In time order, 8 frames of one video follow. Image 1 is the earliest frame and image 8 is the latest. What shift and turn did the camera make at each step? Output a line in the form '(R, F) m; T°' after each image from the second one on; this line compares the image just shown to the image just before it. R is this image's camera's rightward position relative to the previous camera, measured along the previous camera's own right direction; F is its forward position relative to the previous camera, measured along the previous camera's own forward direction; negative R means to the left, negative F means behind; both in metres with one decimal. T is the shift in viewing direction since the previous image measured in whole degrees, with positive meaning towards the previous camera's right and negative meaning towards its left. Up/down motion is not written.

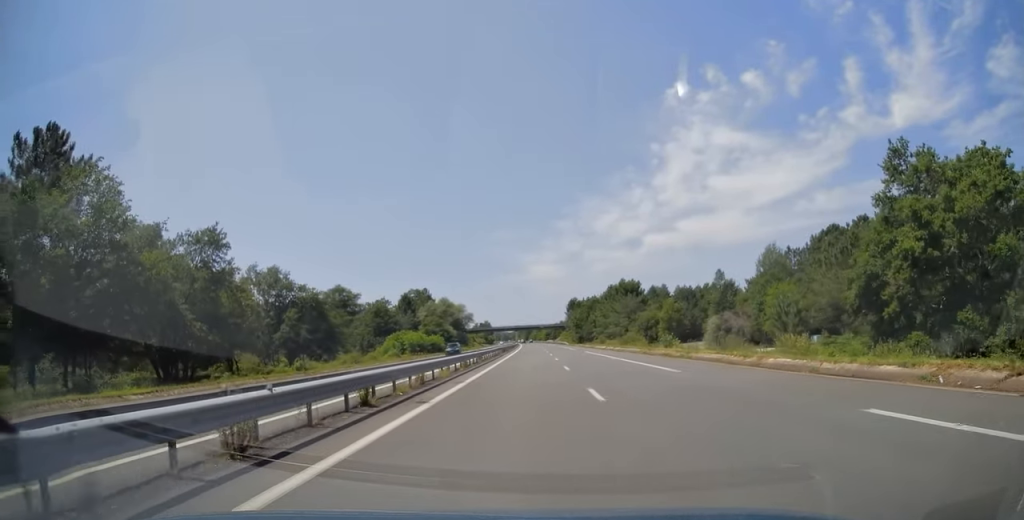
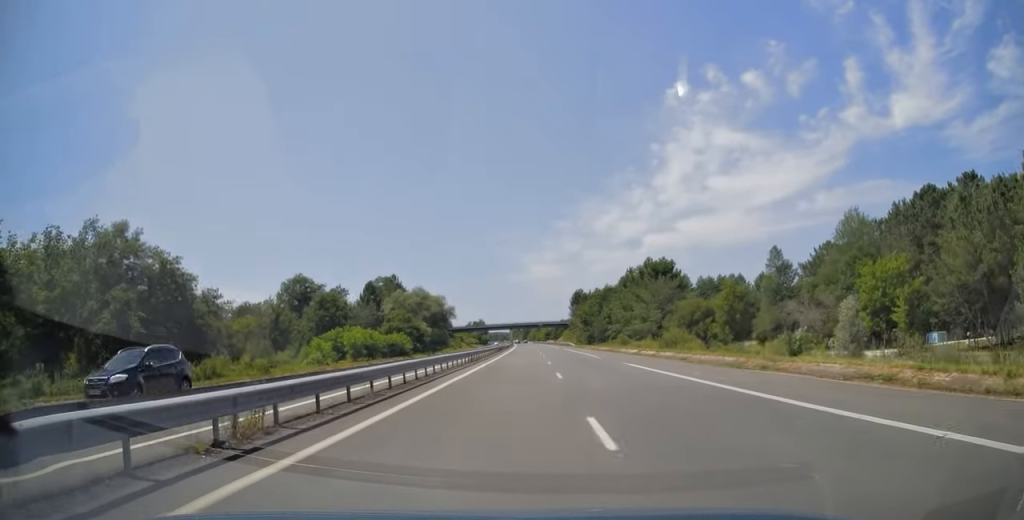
(+0.2, +32.1) m; 0°
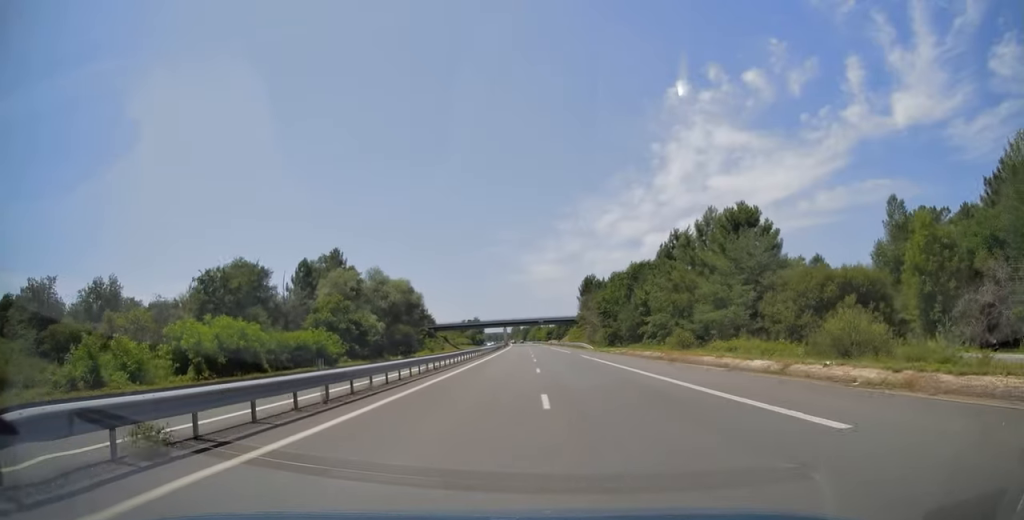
(-0.3, +35.3) m; 0°
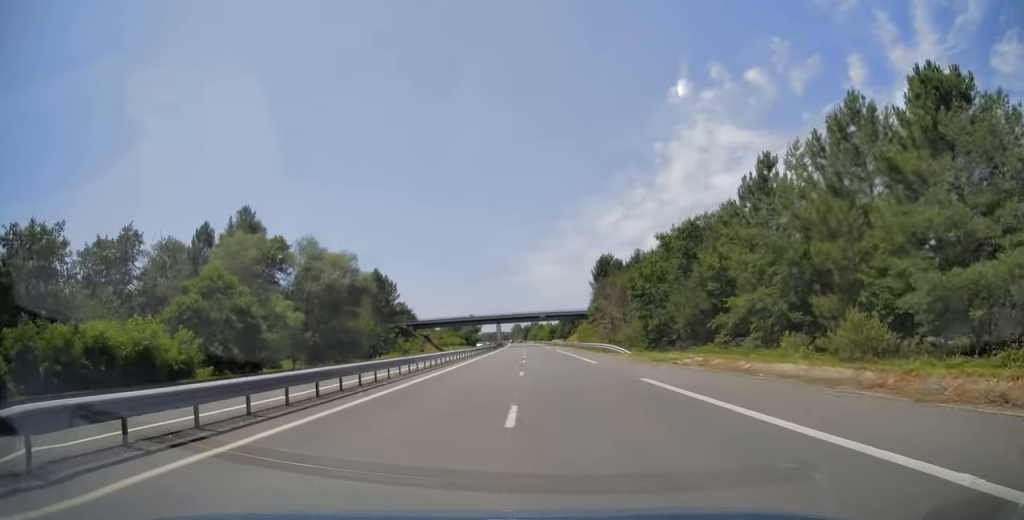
(+0.1, +28.9) m; 0°
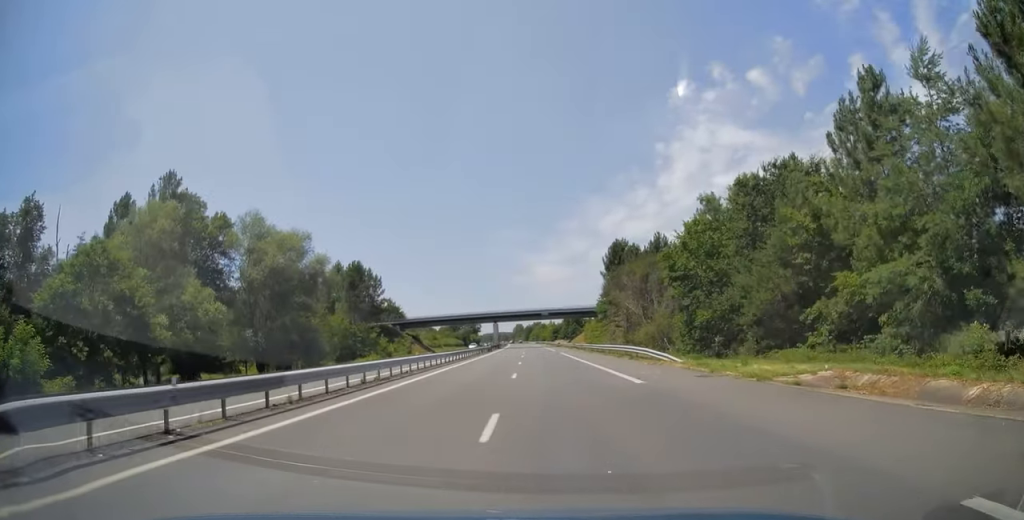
(+0.2, +14.5) m; 0°
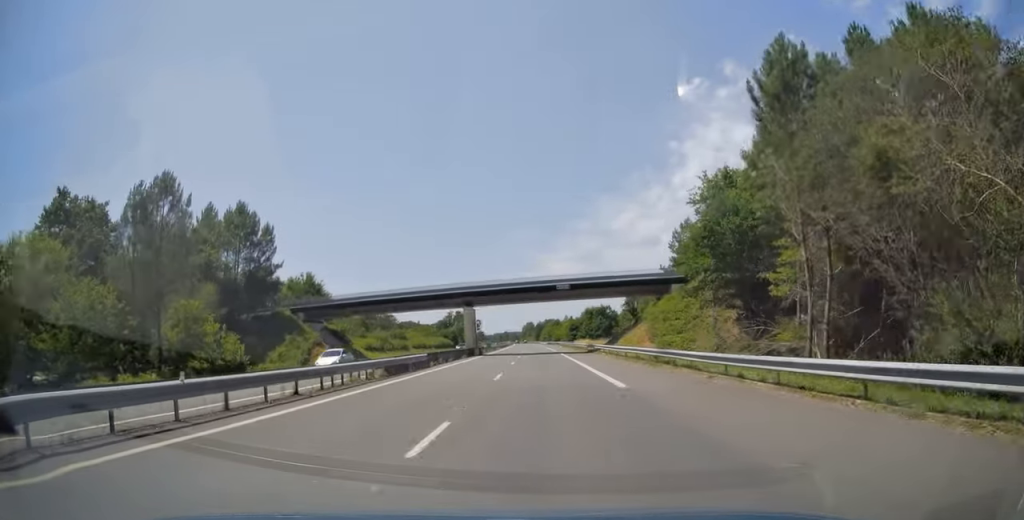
(-0.8, +54.6) m; -1°
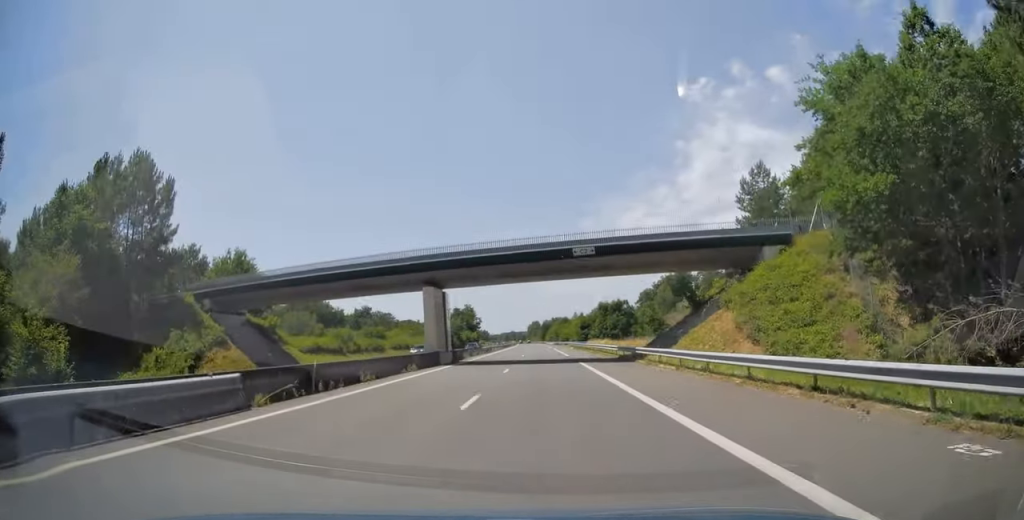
(-0.1, +21.9) m; -1°
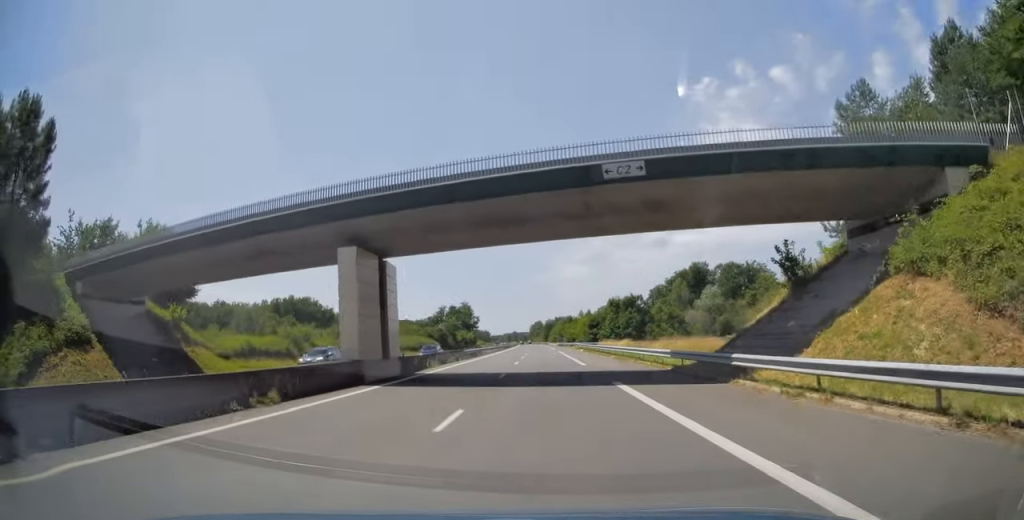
(-0.1, +16.0) m; 0°
